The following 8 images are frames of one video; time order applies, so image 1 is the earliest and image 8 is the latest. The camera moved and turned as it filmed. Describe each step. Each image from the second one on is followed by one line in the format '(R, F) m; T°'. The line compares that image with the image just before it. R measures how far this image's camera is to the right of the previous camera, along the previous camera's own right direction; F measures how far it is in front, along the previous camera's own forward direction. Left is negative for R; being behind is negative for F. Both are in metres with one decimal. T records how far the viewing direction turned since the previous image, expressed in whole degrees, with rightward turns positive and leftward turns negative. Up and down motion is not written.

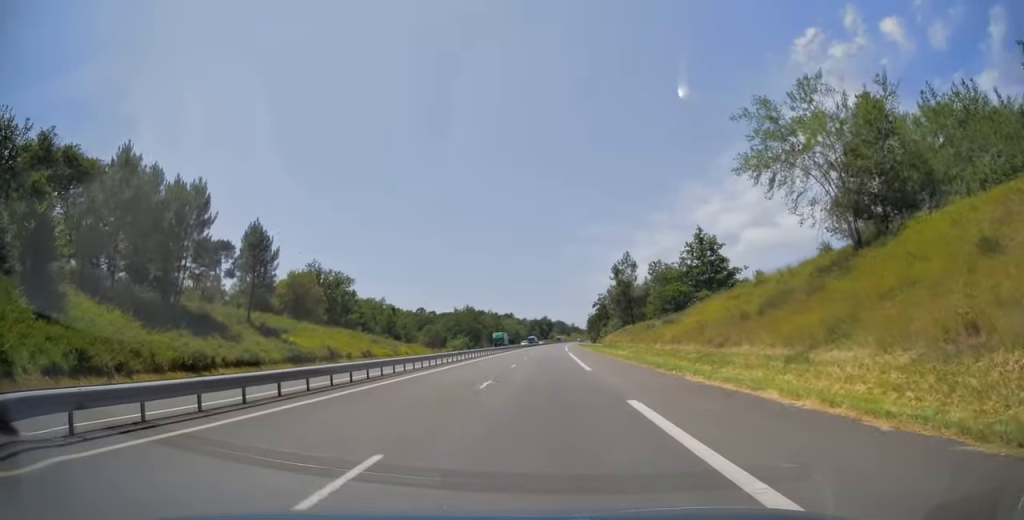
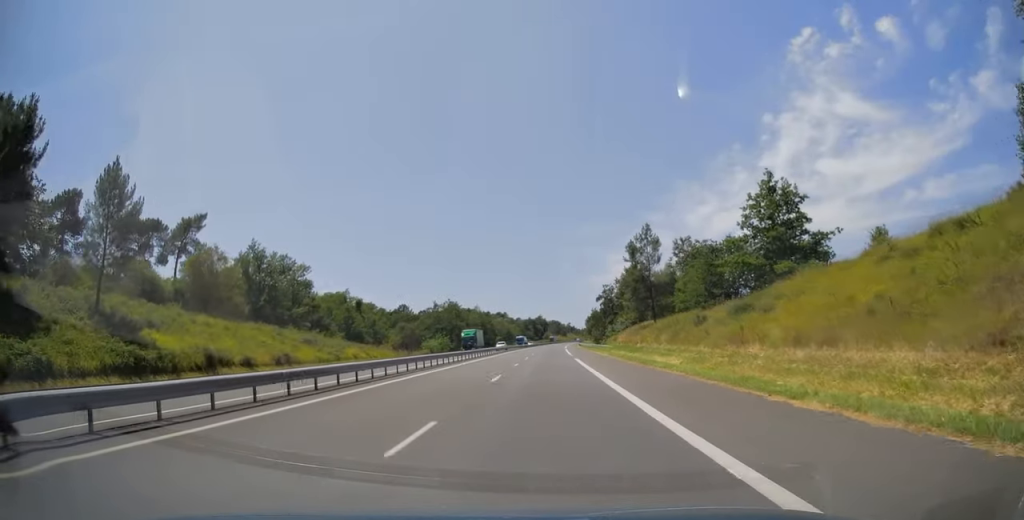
(+0.2, +23.4) m; 0°
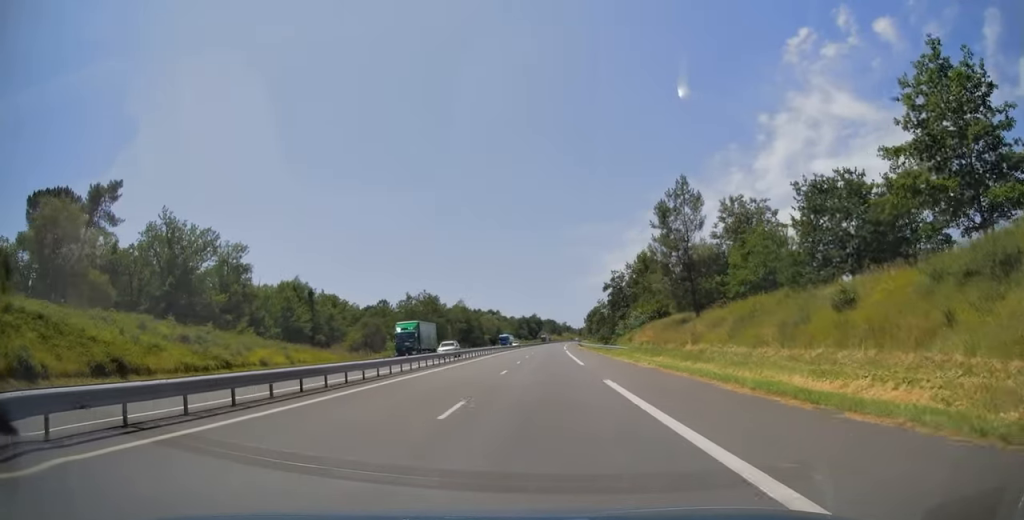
(0.0, +22.8) m; 0°
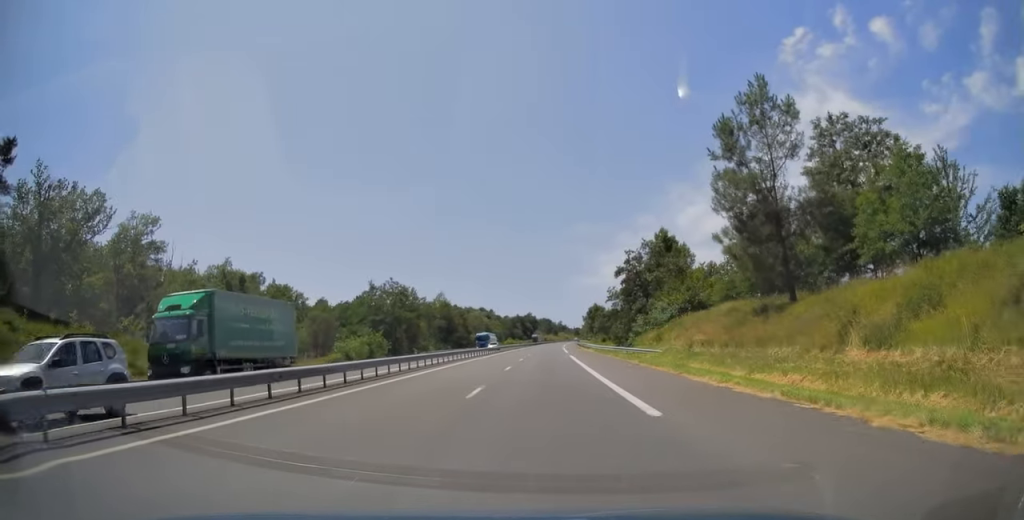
(0.0, +21.8) m; 0°
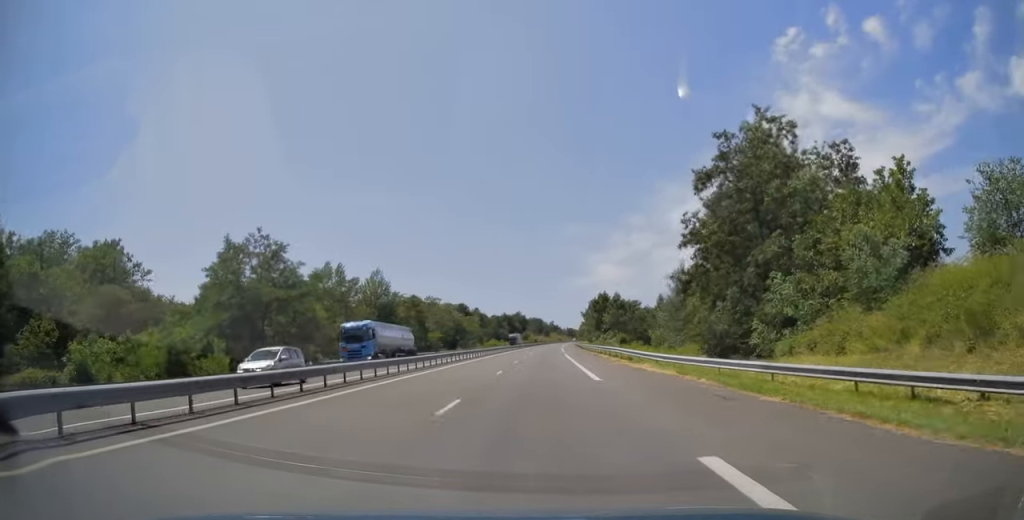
(0.0, +43.1) m; +1°
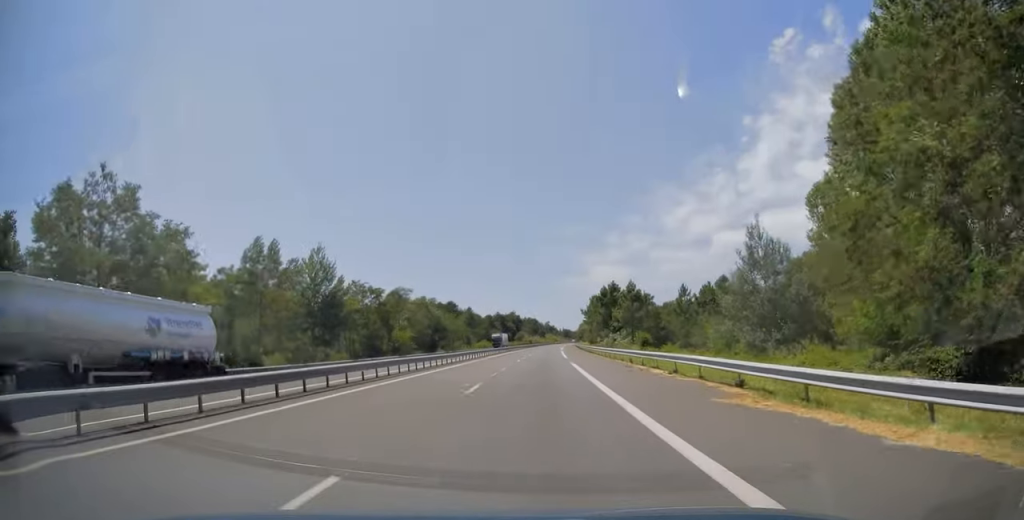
(+0.5, +21.3) m; +1°
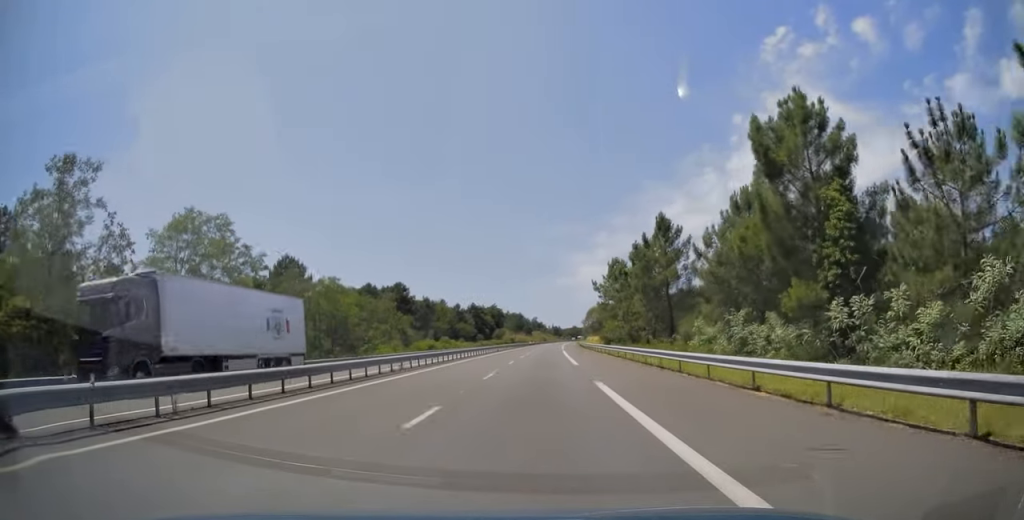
(-0.2, +72.9) m; 0°
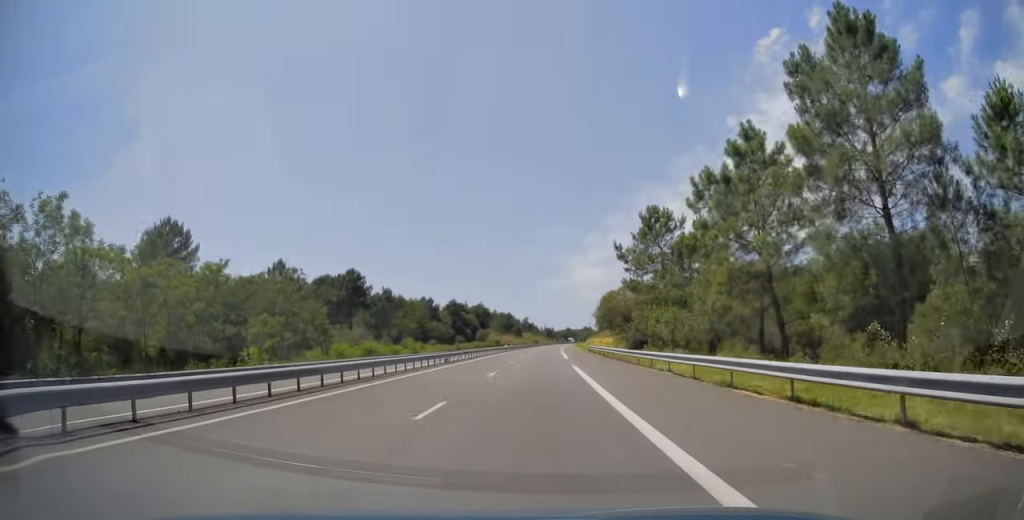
(+0.6, +38.4) m; +1°
